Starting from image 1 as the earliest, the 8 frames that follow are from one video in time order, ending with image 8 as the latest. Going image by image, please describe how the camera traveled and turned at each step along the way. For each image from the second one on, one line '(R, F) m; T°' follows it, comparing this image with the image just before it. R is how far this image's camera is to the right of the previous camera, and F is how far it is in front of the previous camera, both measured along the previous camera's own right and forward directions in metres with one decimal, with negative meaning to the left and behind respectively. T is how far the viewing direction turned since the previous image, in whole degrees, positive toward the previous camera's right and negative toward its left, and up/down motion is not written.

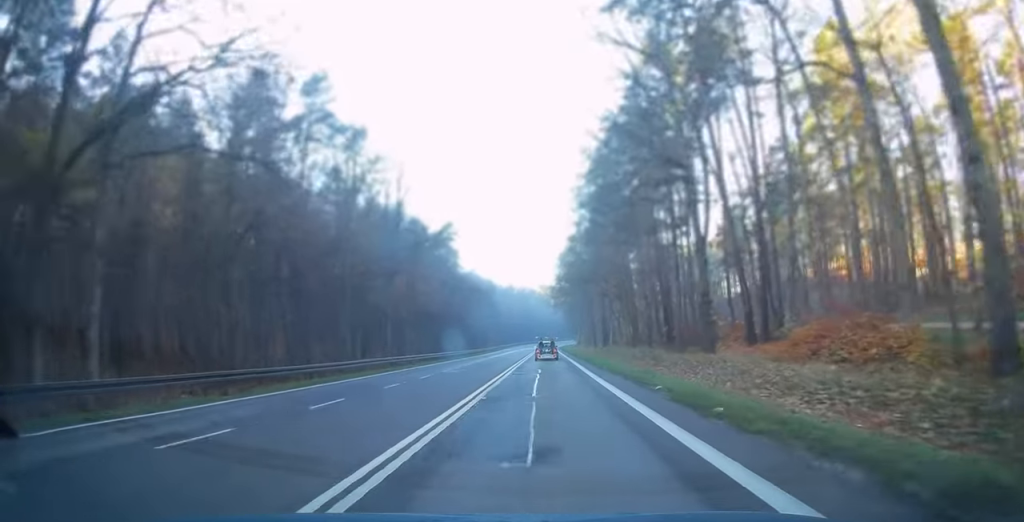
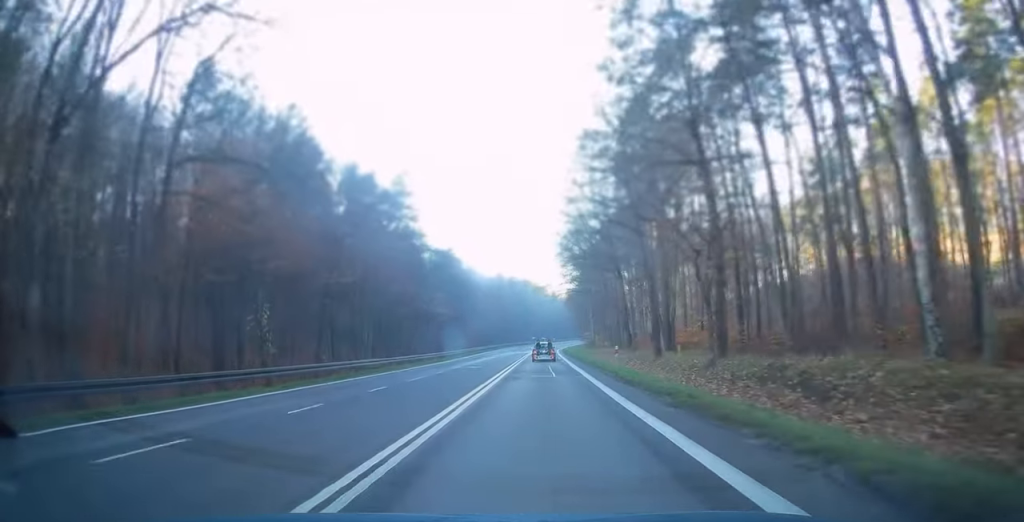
(+0.2, +42.5) m; +1°
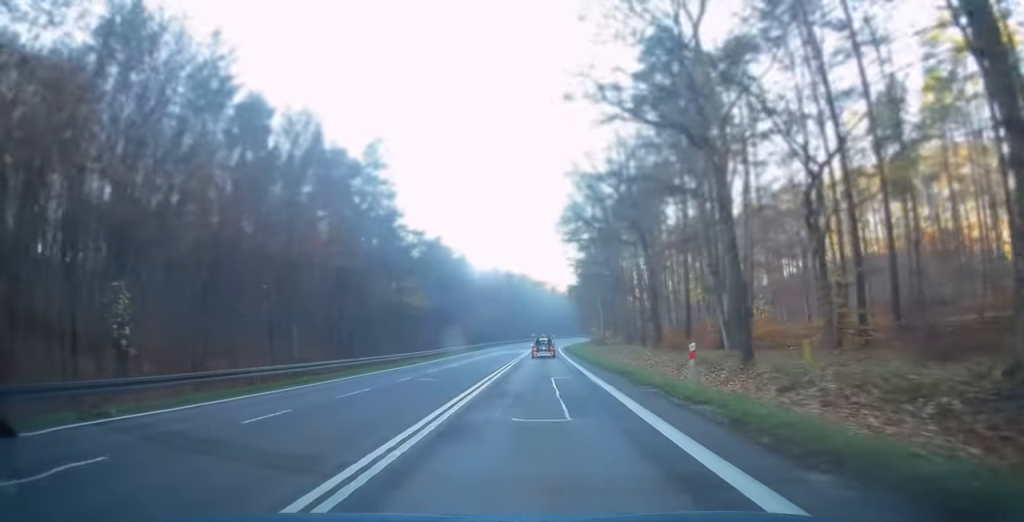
(+0.1, +14.5) m; 0°
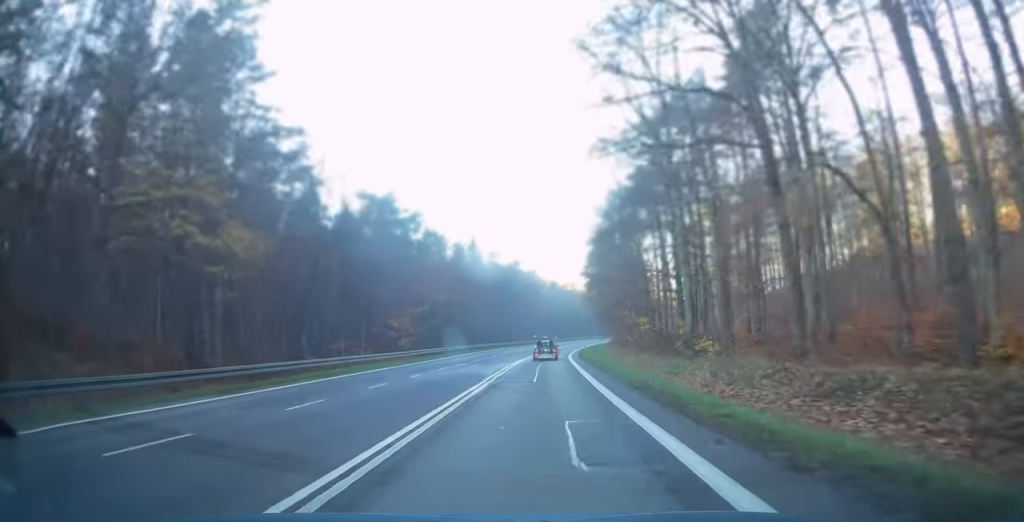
(+0.1, +41.3) m; +1°
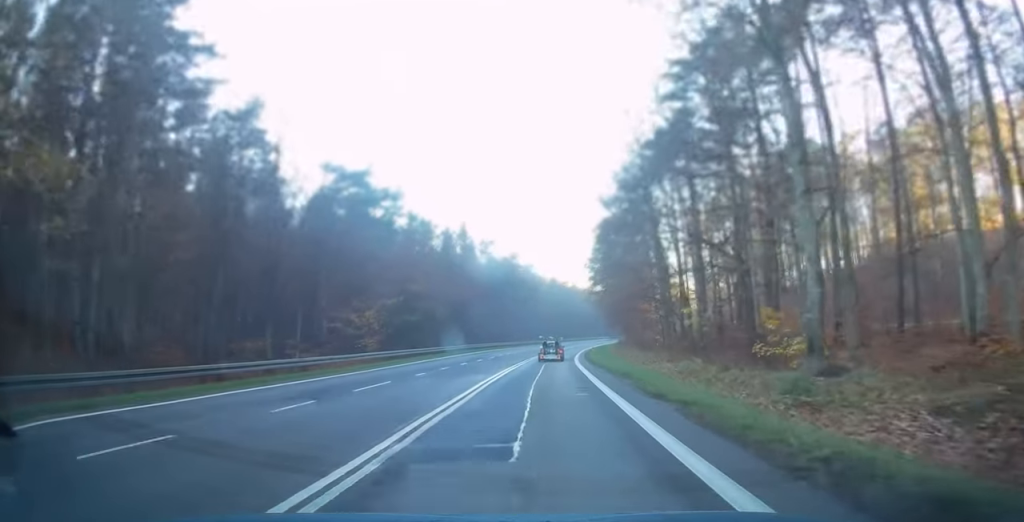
(0.0, +13.0) m; 0°
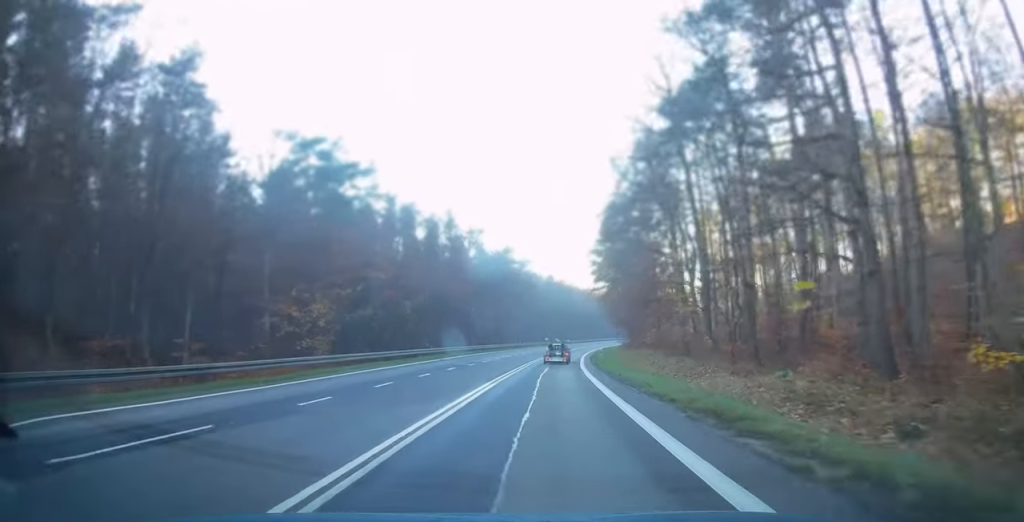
(0.0, +12.0) m; +1°
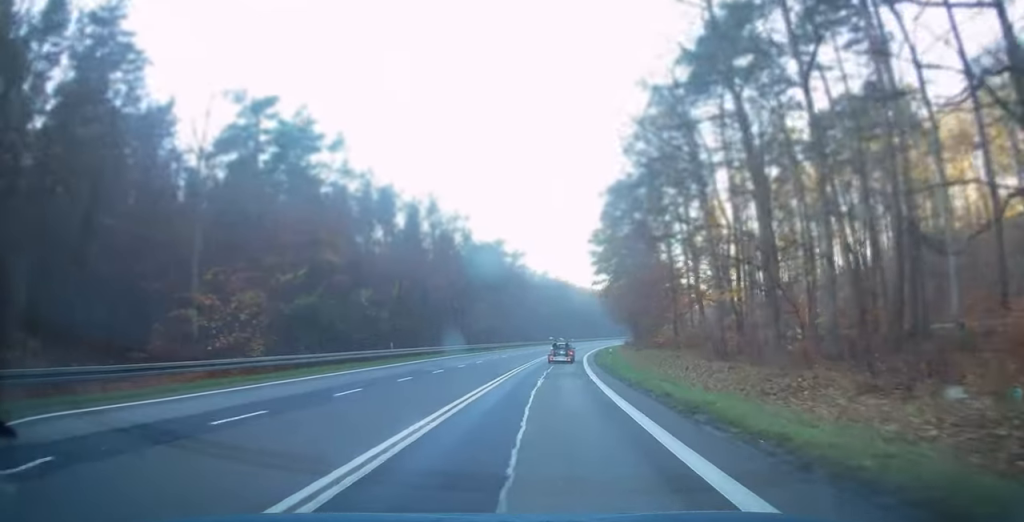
(-0.1, +9.9) m; +1°
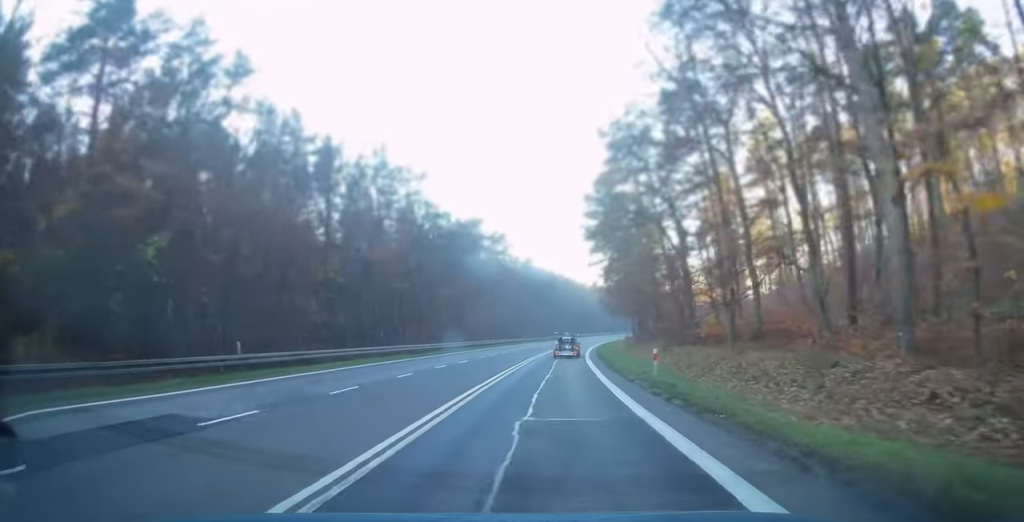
(+0.4, +18.6) m; +1°
